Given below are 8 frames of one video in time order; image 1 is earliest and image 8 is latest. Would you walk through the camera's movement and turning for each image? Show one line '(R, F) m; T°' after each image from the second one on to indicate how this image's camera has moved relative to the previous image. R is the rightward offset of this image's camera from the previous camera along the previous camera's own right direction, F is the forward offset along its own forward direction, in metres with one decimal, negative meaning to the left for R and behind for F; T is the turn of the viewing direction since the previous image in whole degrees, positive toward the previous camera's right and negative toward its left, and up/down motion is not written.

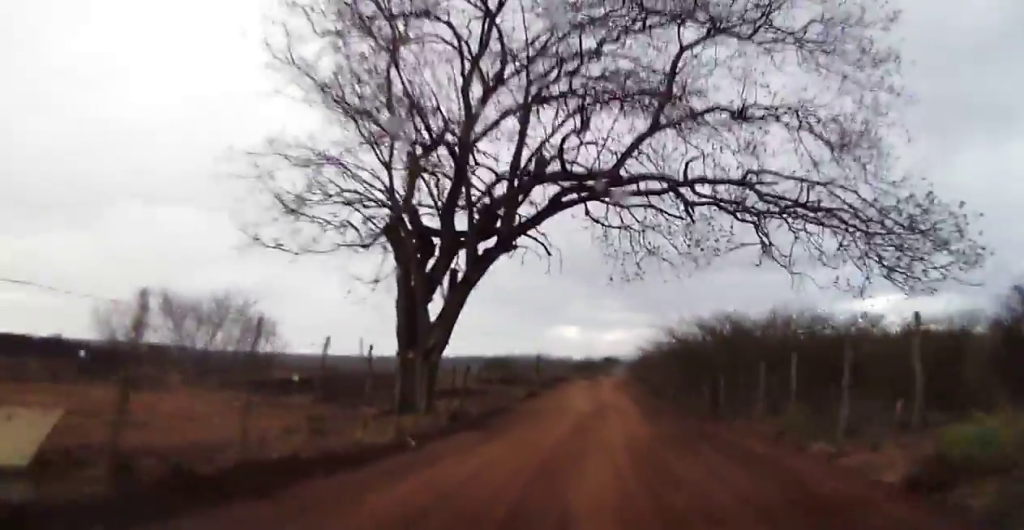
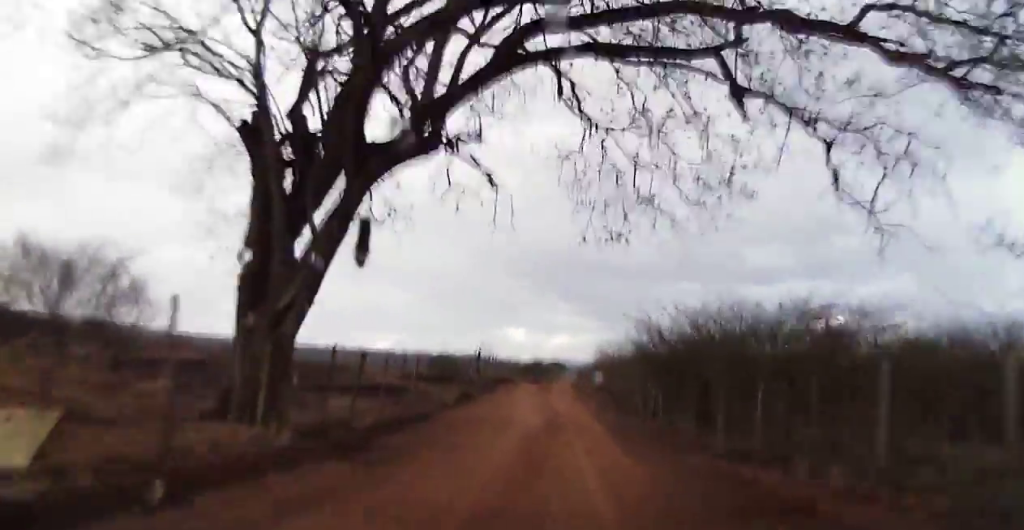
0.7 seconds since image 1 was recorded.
(+0.3, +7.8) m; +1°
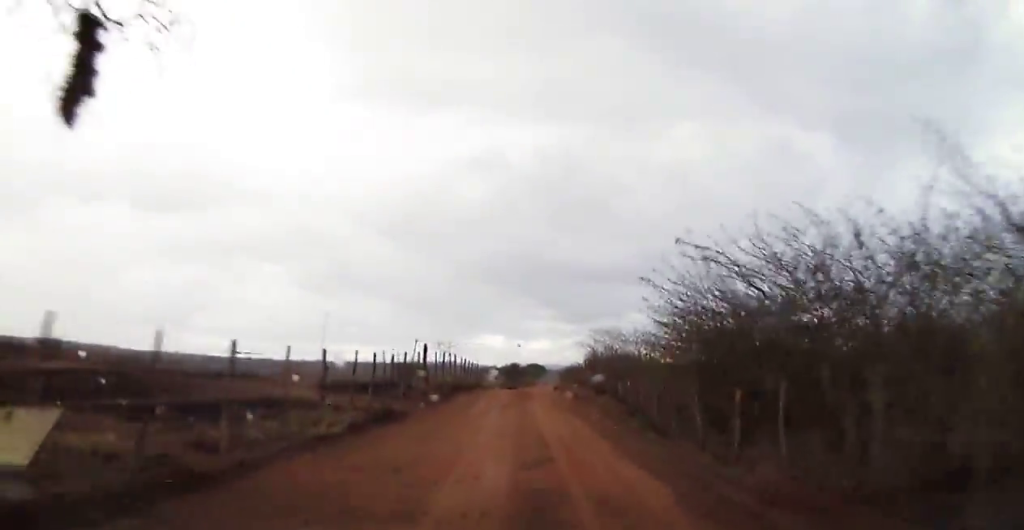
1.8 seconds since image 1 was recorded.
(-0.1, +11.9) m; +1°
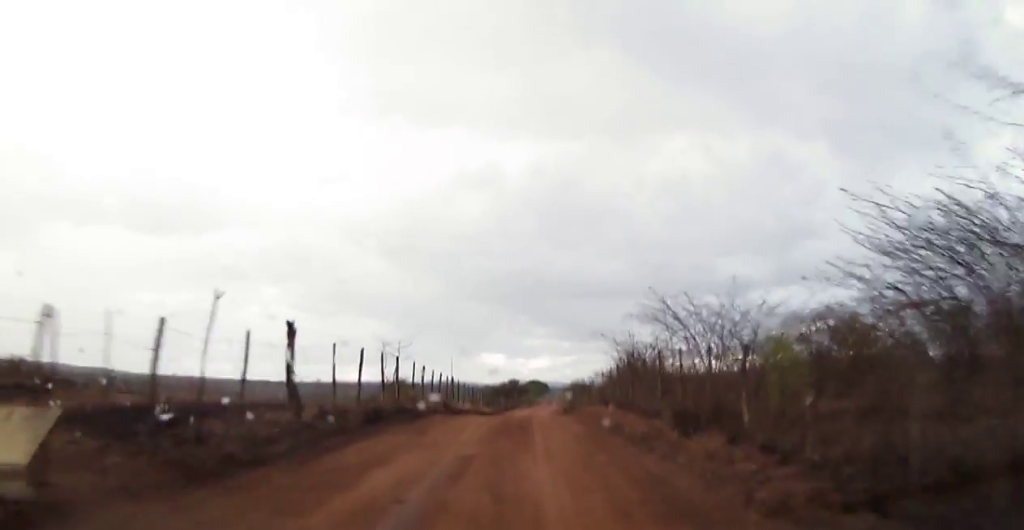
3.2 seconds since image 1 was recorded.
(+0.3, +14.8) m; 0°
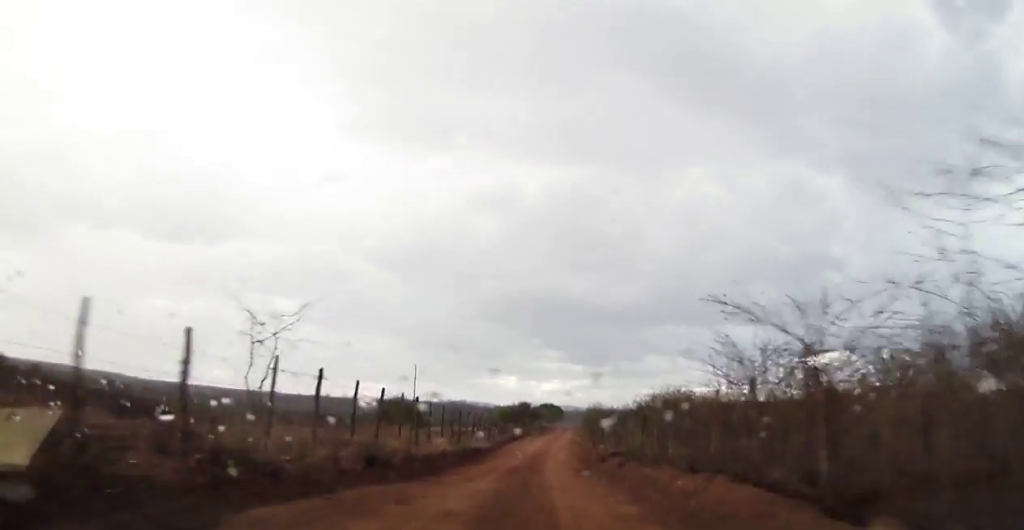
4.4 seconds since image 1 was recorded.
(-0.1, +13.1) m; +1°
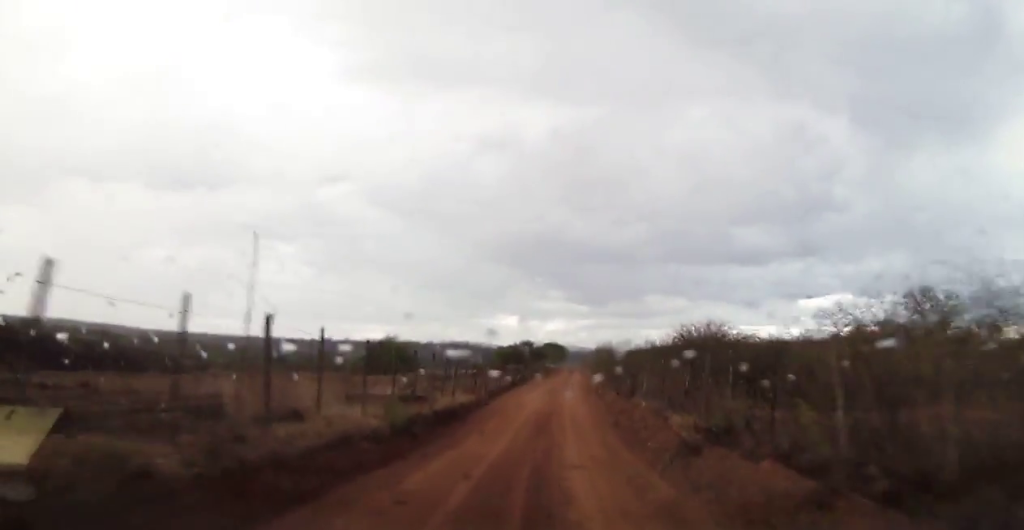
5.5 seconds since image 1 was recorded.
(+0.3, +11.0) m; +2°
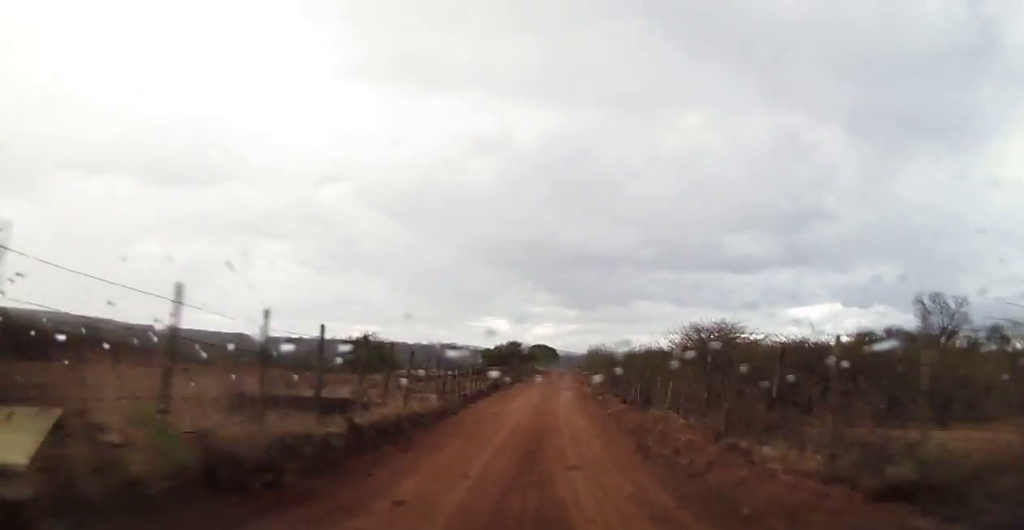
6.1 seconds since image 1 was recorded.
(0.0, +6.2) m; 0°
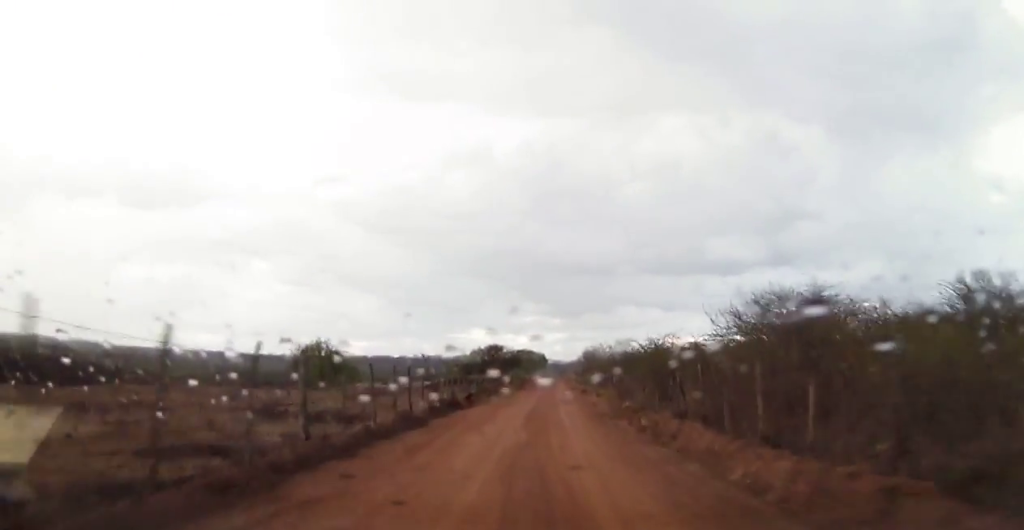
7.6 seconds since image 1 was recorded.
(0.0, +15.4) m; 0°
